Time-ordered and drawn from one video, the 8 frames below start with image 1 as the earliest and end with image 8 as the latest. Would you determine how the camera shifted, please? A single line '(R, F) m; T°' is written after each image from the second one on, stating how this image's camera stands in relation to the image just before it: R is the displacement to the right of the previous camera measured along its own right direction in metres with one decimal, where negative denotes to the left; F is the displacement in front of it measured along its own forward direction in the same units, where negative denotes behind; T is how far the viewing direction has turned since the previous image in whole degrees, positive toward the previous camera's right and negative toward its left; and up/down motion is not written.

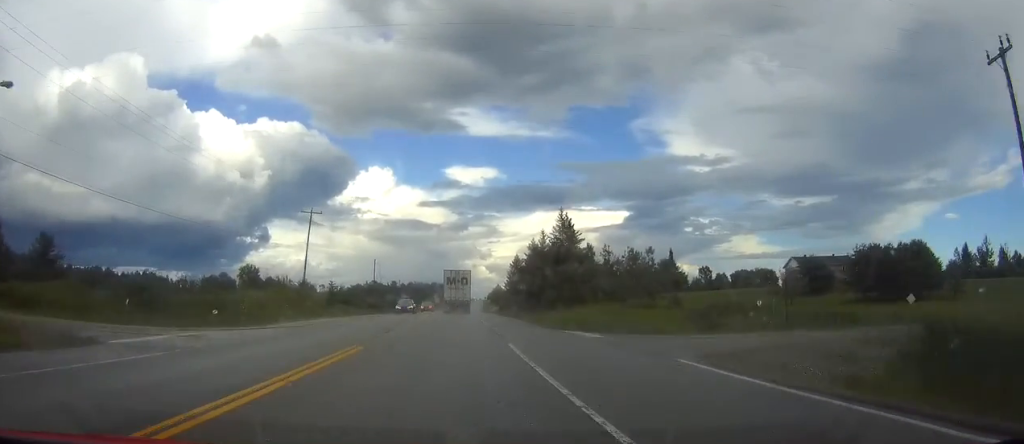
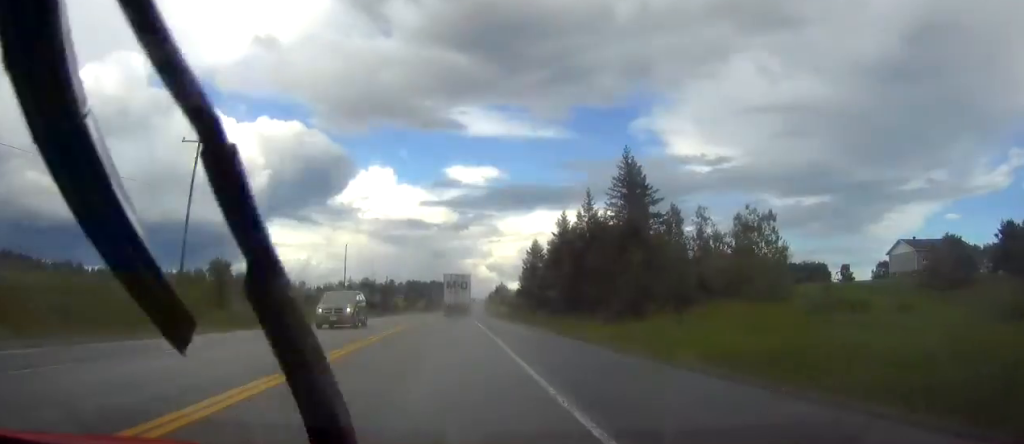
(0.0, +41.1) m; 0°
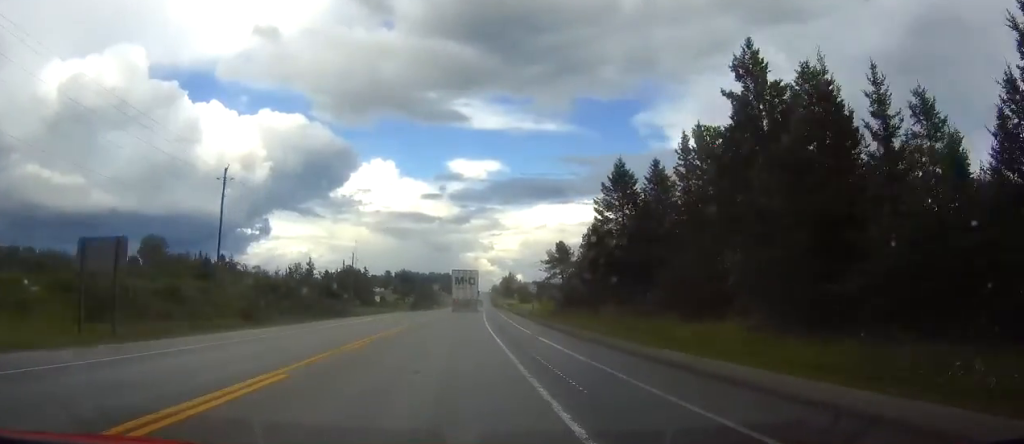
(-0.2, +63.9) m; 0°
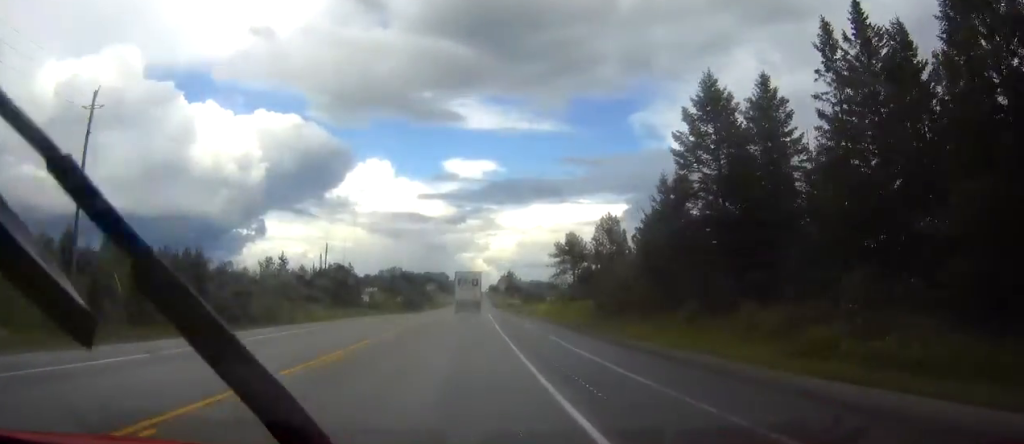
(+0.1, +22.7) m; +1°
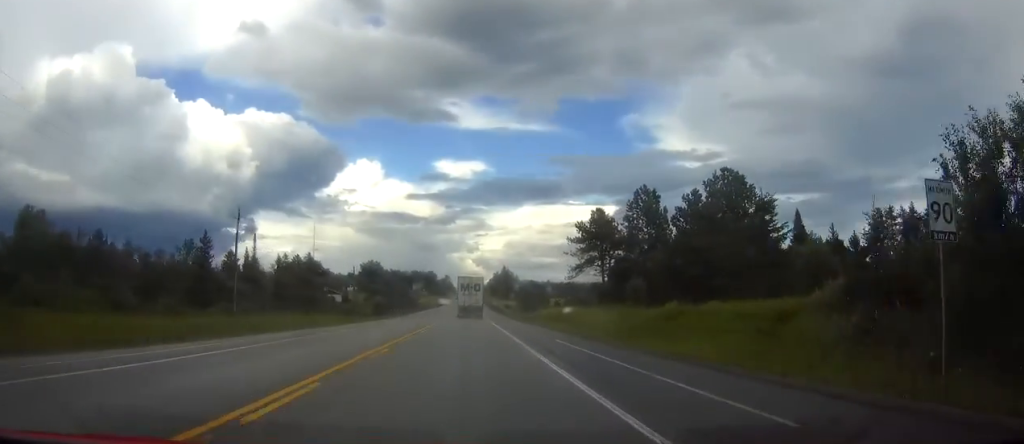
(+0.5, +40.5) m; +1°
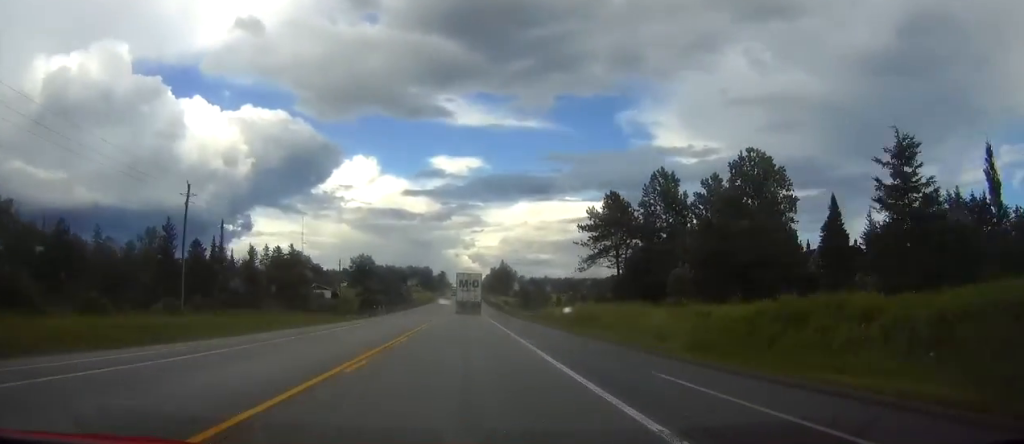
(0.0, +13.2) m; 0°
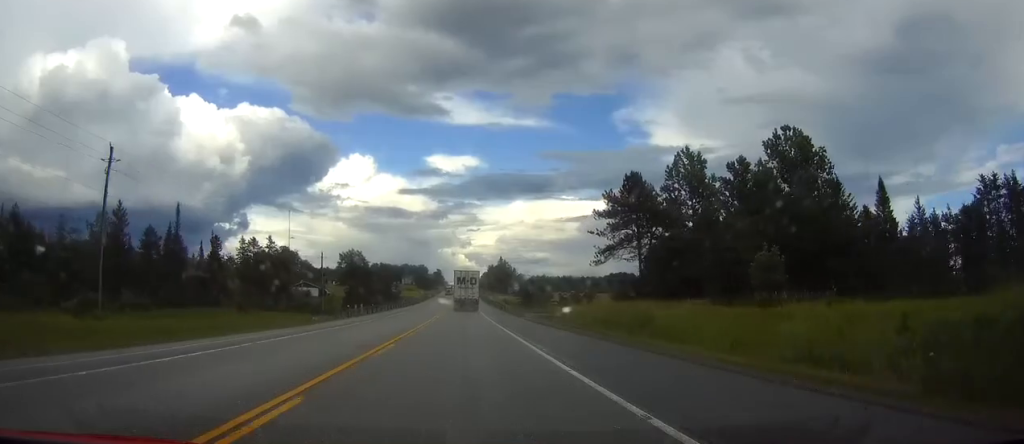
(0.0, +14.1) m; 0°
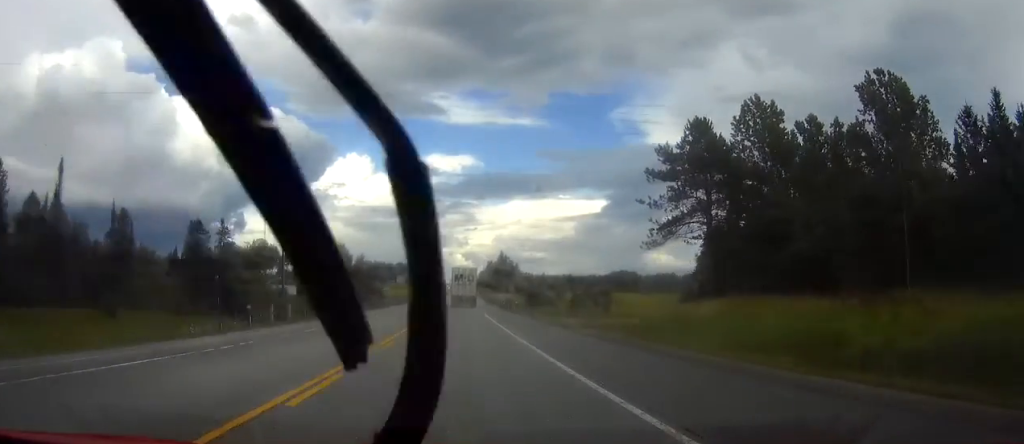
(+0.1, +25.4) m; 0°
